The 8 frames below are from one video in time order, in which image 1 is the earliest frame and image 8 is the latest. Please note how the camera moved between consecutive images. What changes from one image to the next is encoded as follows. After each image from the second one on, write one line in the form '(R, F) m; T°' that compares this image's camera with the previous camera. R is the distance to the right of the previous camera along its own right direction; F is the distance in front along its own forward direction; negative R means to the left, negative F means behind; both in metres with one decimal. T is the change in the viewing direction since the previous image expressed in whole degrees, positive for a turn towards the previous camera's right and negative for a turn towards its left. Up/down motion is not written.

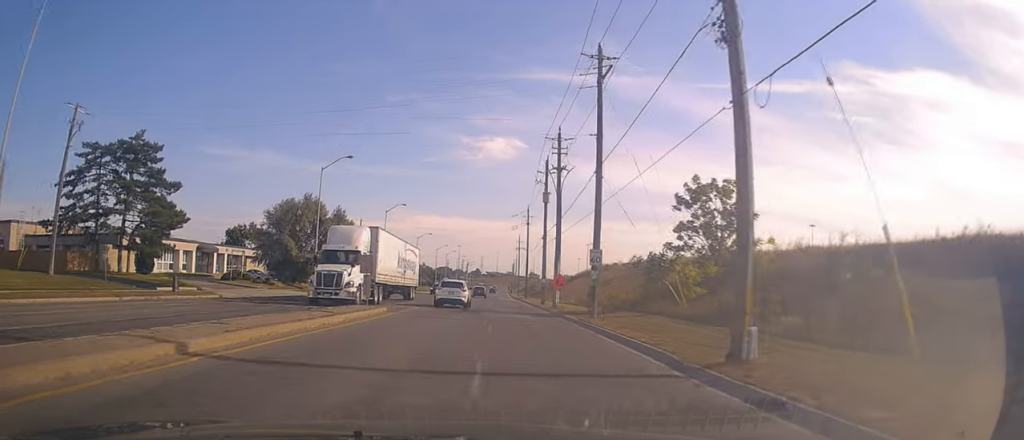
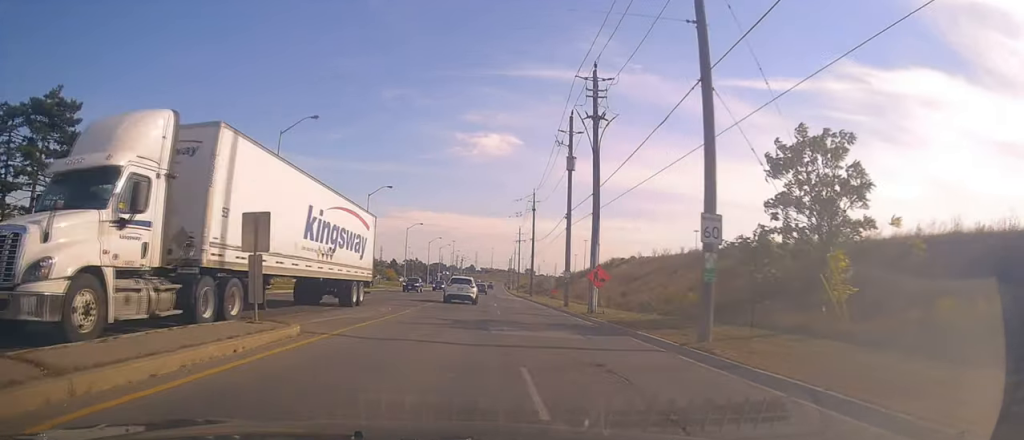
(+0.4, +11.8) m; -1°
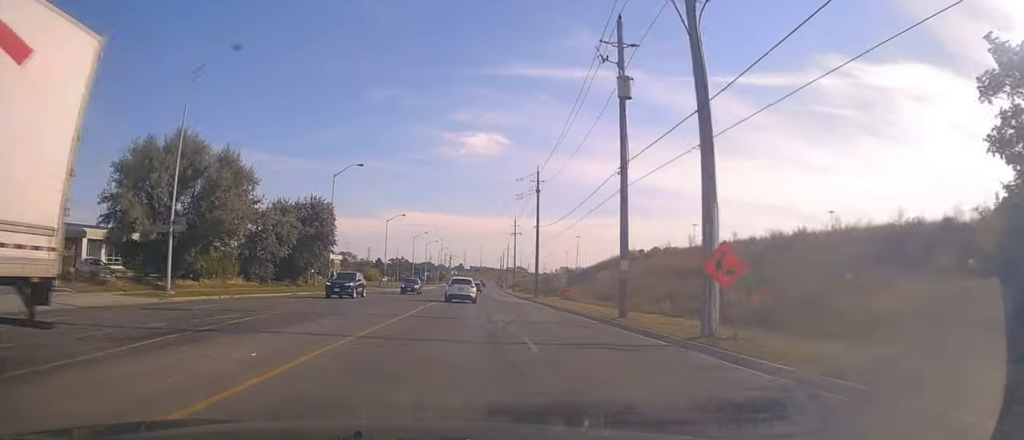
(-0.6, +14.7) m; -3°
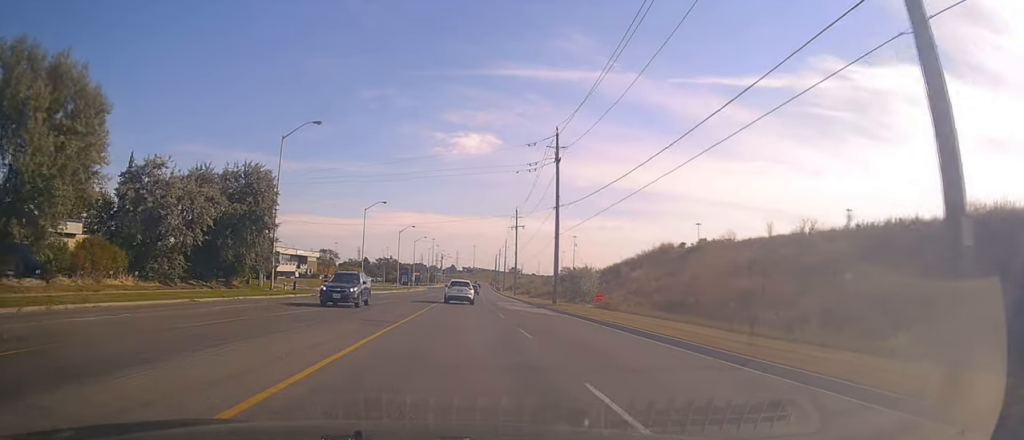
(-0.3, +16.6) m; 0°
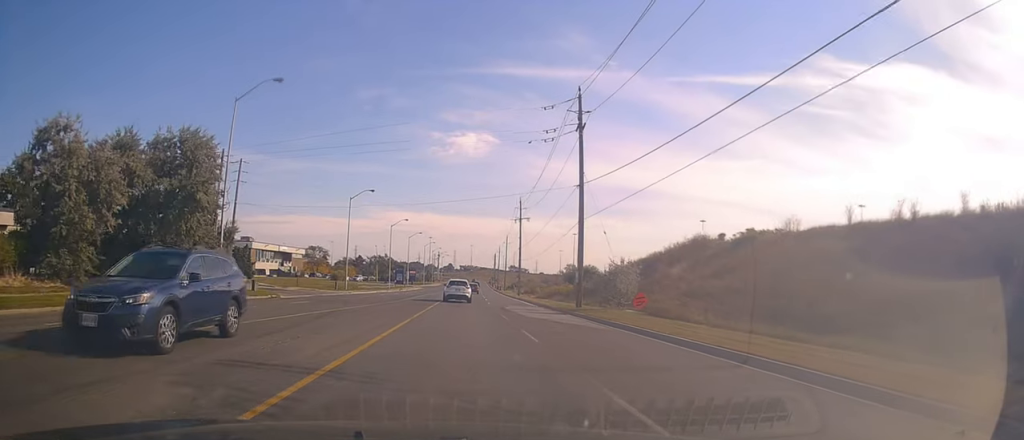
(+0.2, +9.6) m; 0°
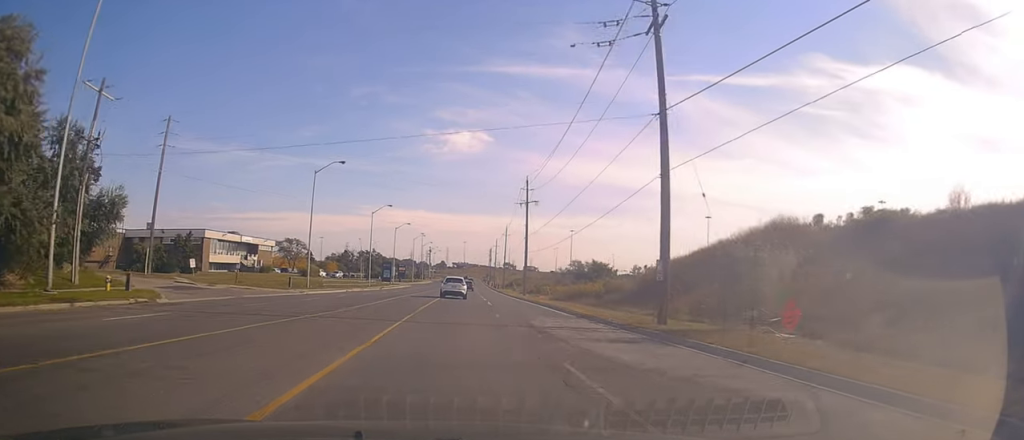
(-0.1, +15.8) m; +1°
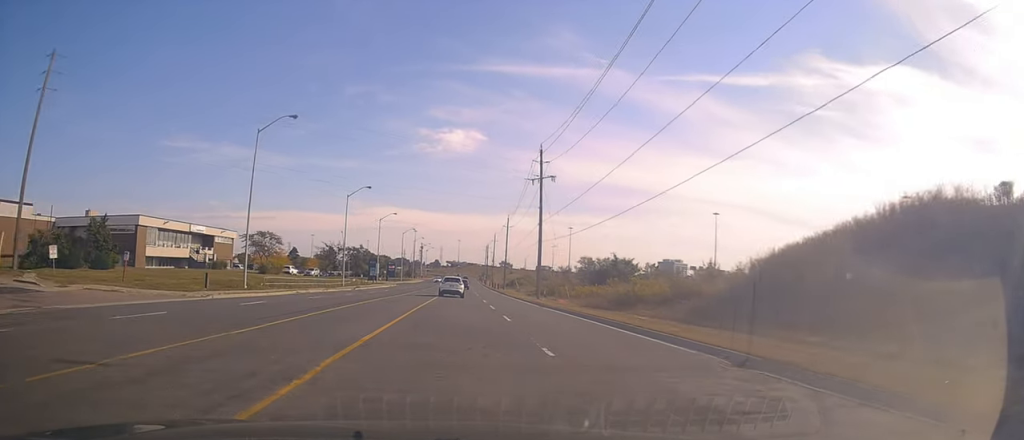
(+0.3, +16.4) m; +1°
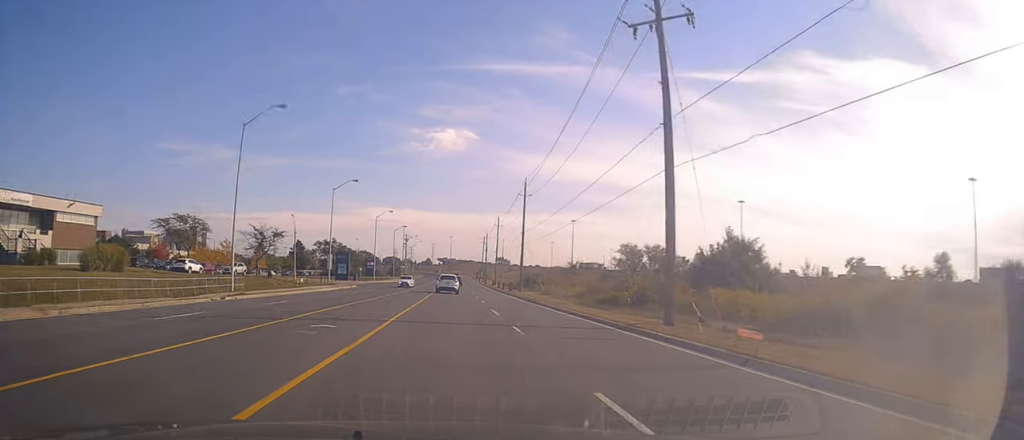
(-0.6, +34.7) m; -1°
